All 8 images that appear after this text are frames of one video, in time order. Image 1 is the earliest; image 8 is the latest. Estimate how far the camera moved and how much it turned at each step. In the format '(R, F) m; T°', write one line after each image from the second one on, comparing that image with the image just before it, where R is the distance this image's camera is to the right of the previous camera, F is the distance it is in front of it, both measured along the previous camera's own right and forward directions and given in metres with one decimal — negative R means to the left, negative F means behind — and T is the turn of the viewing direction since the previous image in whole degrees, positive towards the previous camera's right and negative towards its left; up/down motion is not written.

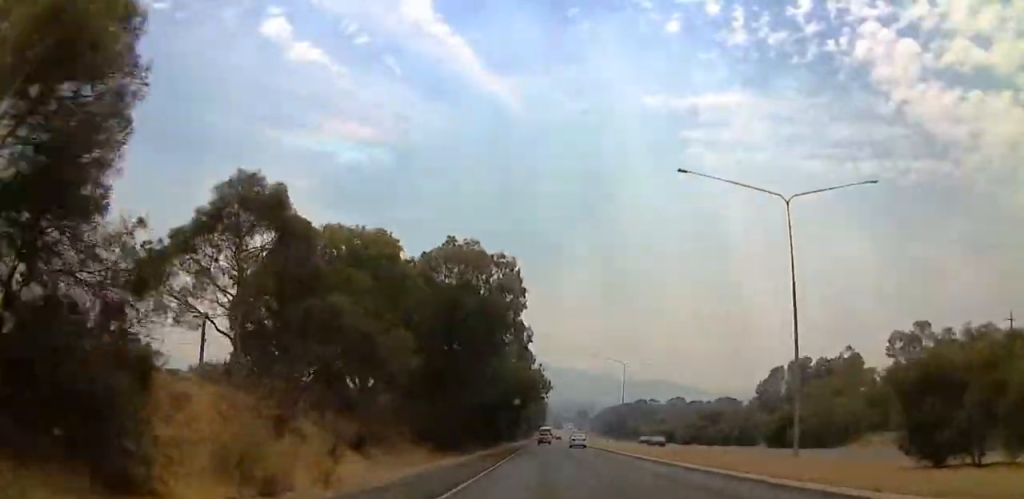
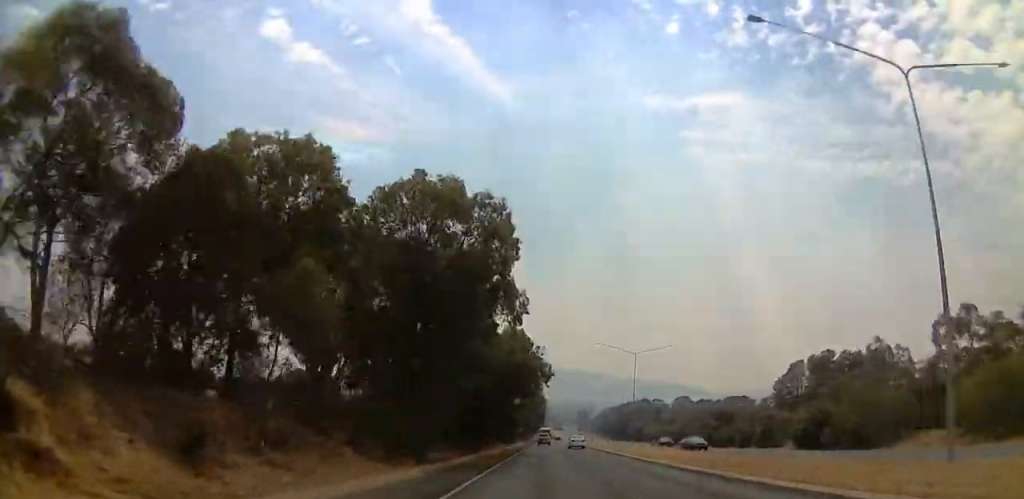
(0.0, +11.7) m; 0°
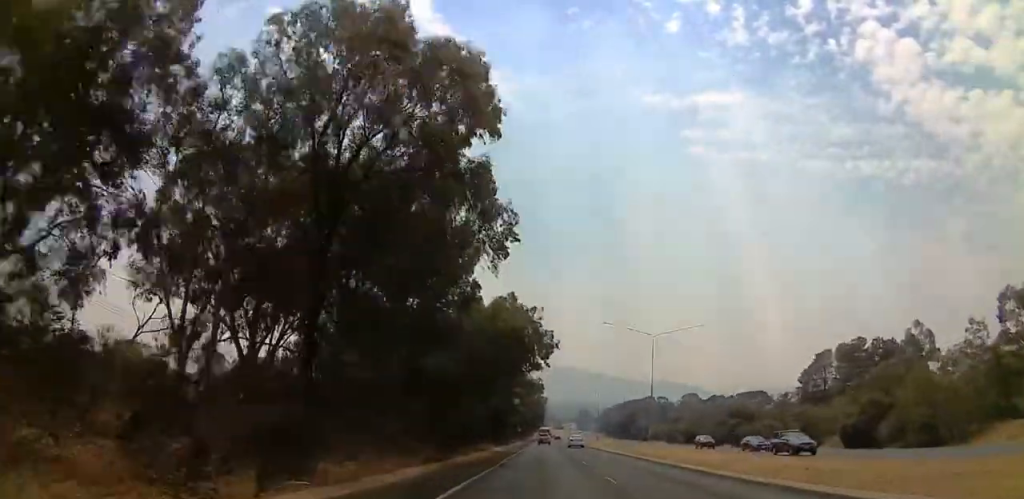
(0.0, +13.8) m; 0°
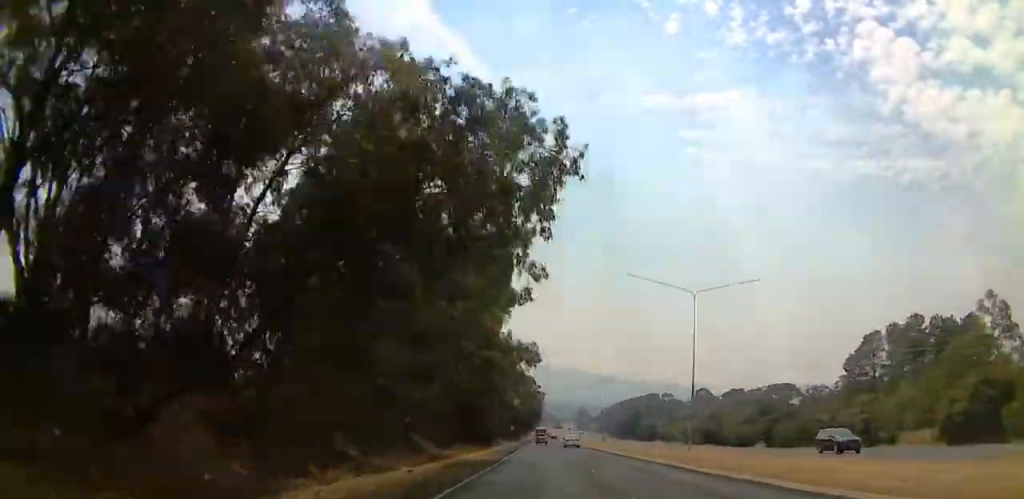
(0.0, +20.1) m; 0°
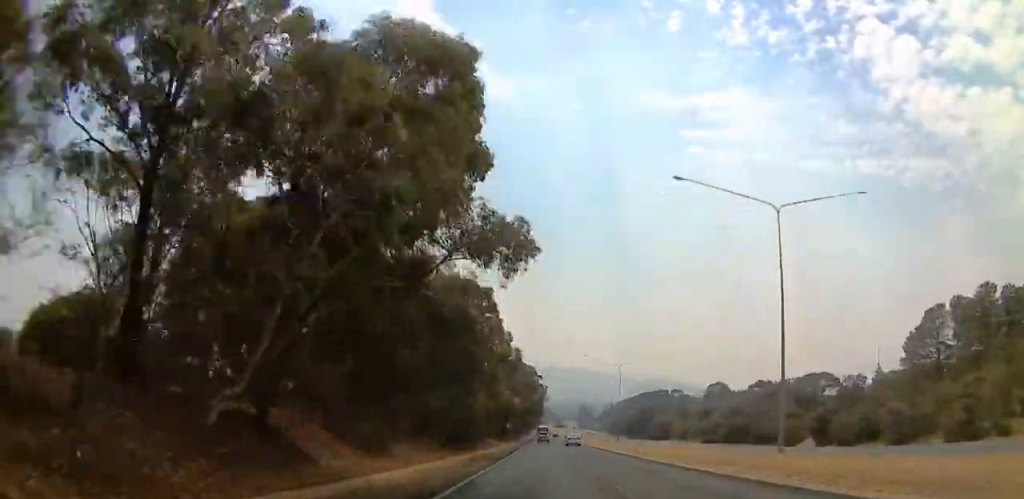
(0.0, +18.1) m; 0°
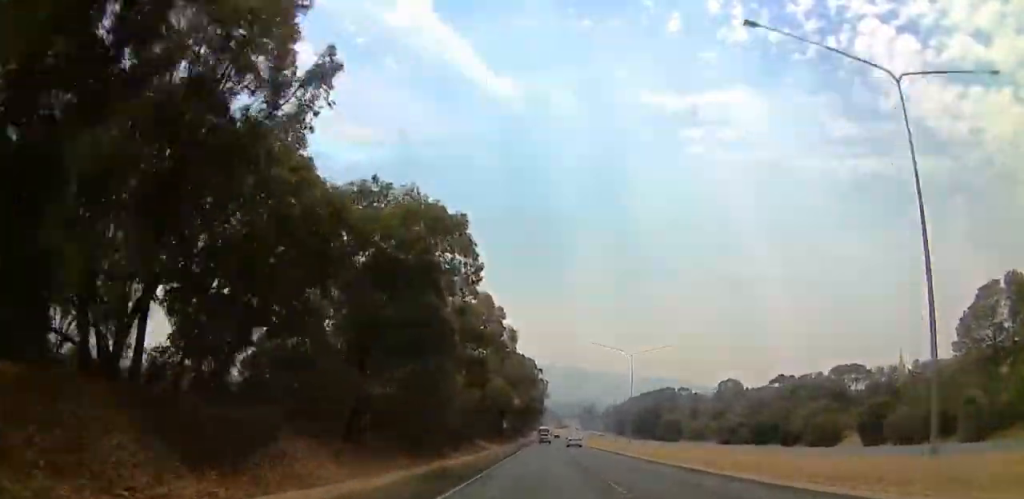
(0.0, +12.6) m; 0°
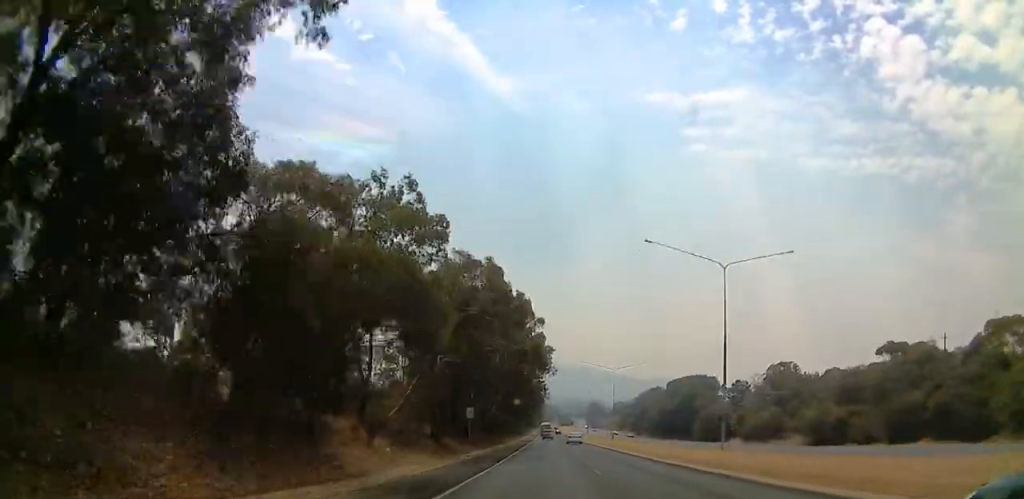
(0.0, +42.8) m; 0°
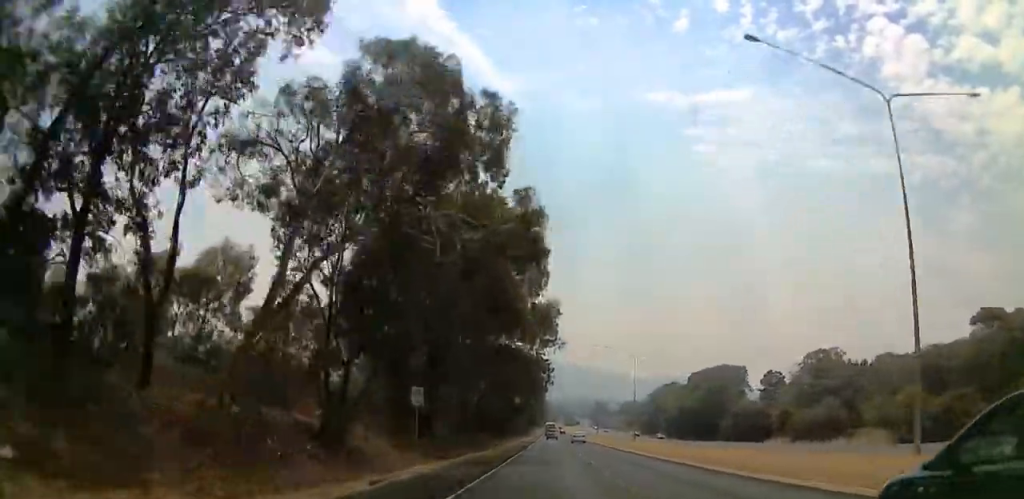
(0.0, +21.8) m; 0°
